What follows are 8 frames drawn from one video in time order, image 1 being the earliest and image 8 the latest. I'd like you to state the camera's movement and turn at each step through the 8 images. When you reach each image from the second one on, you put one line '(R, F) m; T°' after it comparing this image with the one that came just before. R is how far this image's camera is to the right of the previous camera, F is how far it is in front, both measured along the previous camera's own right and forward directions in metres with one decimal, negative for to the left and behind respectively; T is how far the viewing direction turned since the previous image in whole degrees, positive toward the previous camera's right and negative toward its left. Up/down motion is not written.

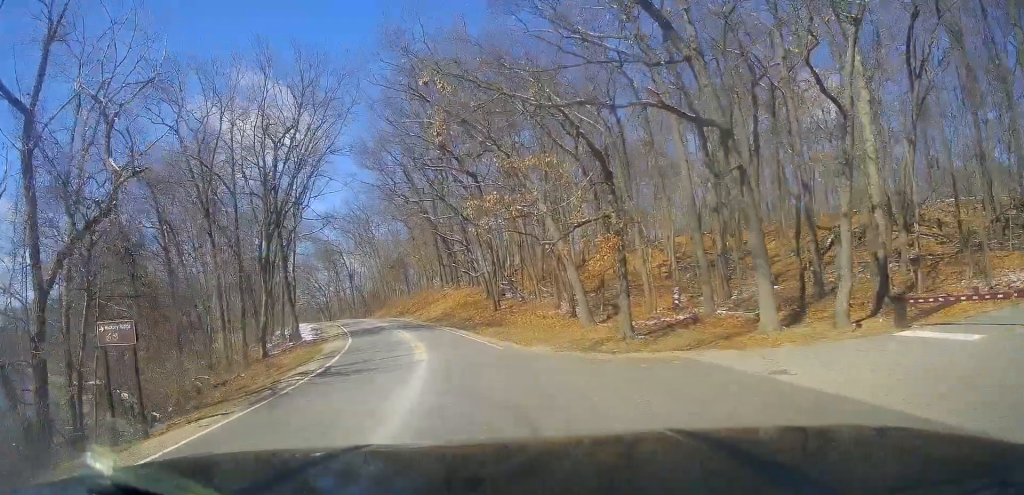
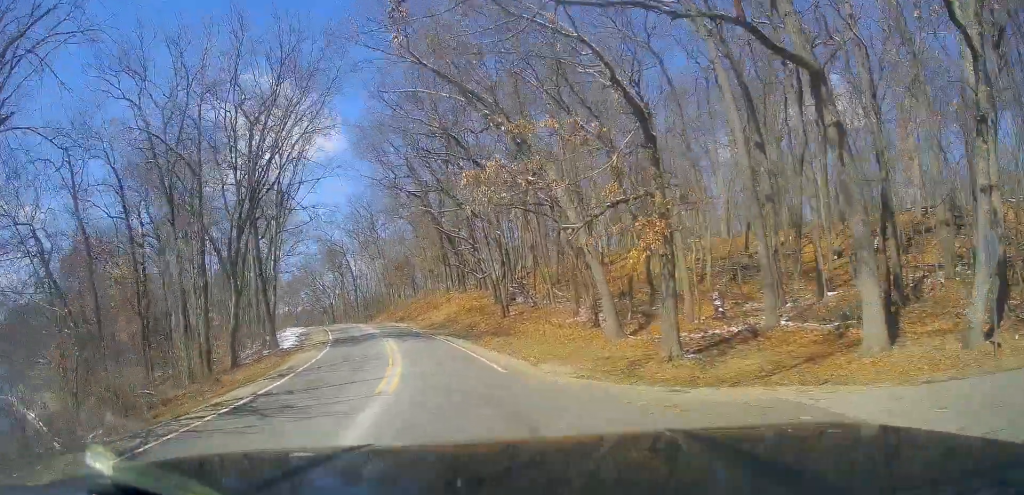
(+0.2, +5.7) m; -1°
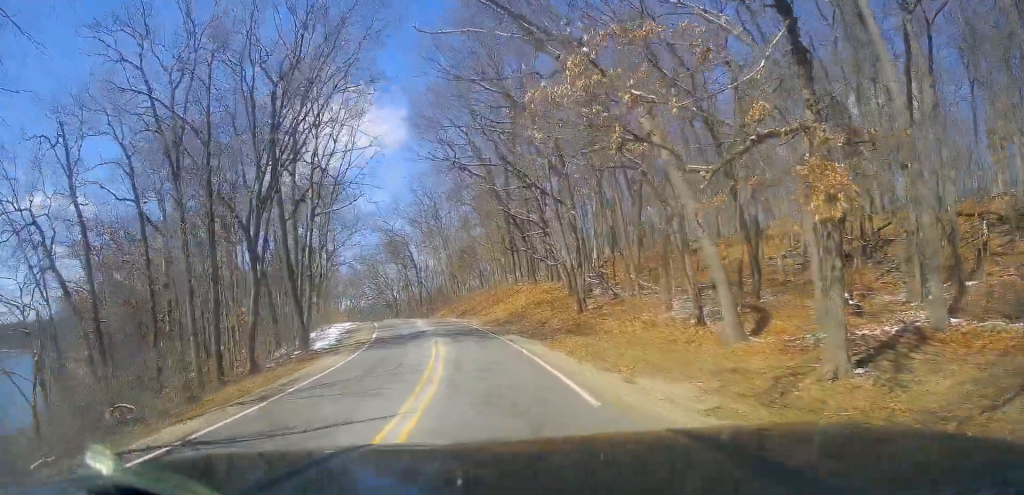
(-0.3, +5.5) m; -7°
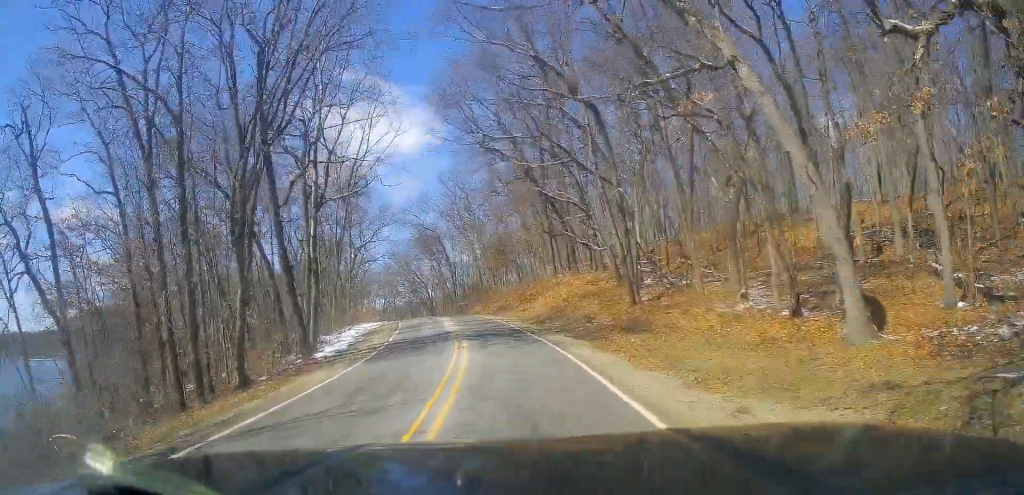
(-0.2, +4.9) m; -5°
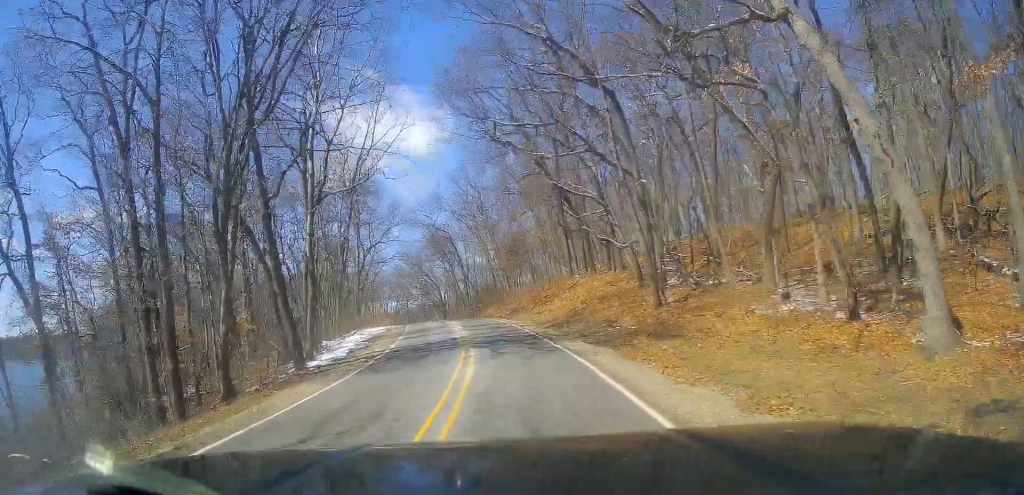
(-0.1, +2.5) m; 0°
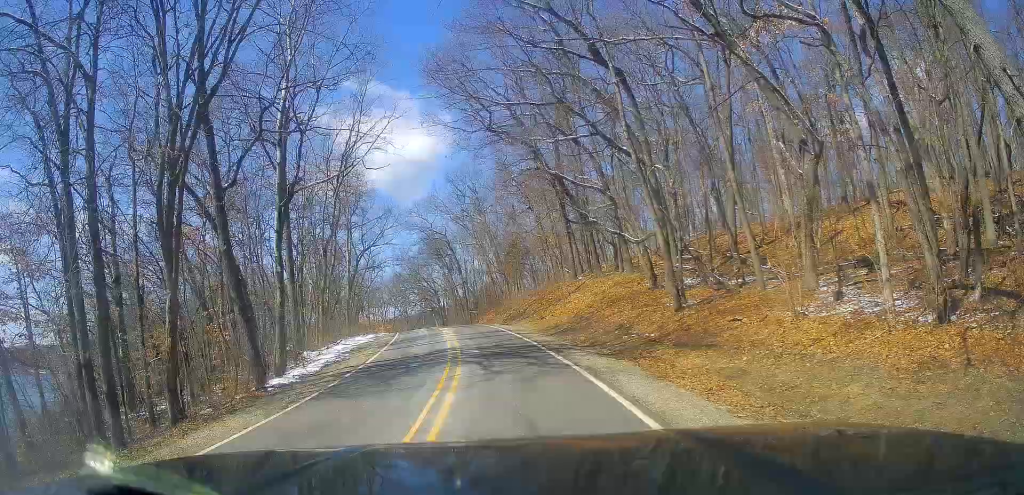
(-0.2, +3.5) m; 0°
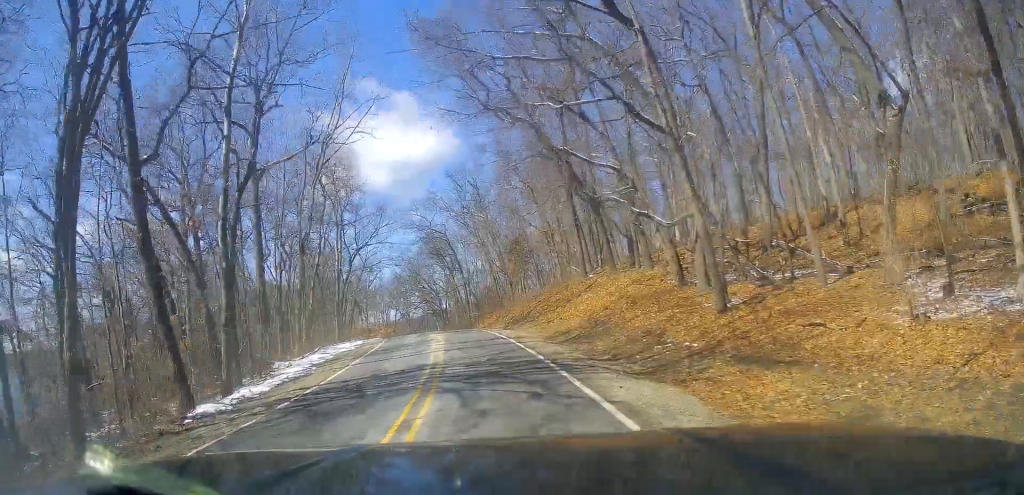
(+0.3, +5.0) m; -1°
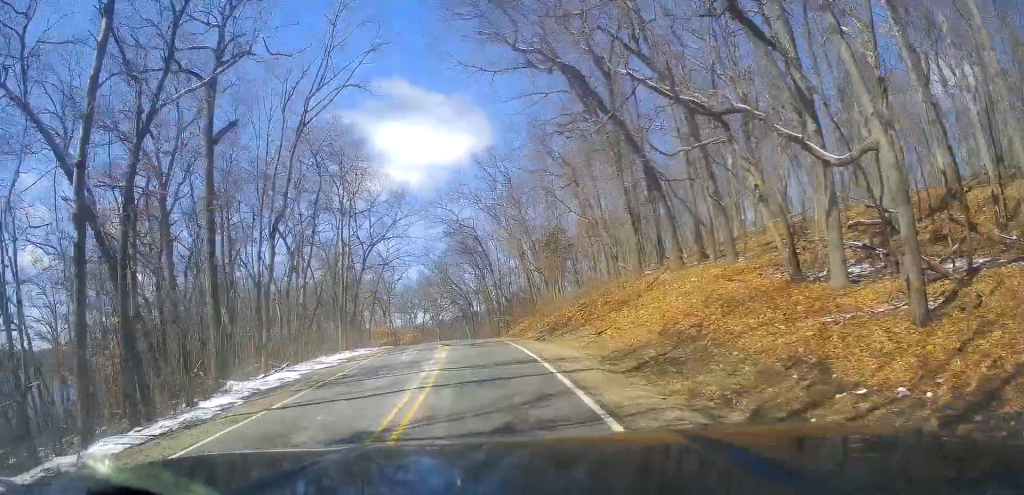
(-0.6, +8.6) m; -4°
